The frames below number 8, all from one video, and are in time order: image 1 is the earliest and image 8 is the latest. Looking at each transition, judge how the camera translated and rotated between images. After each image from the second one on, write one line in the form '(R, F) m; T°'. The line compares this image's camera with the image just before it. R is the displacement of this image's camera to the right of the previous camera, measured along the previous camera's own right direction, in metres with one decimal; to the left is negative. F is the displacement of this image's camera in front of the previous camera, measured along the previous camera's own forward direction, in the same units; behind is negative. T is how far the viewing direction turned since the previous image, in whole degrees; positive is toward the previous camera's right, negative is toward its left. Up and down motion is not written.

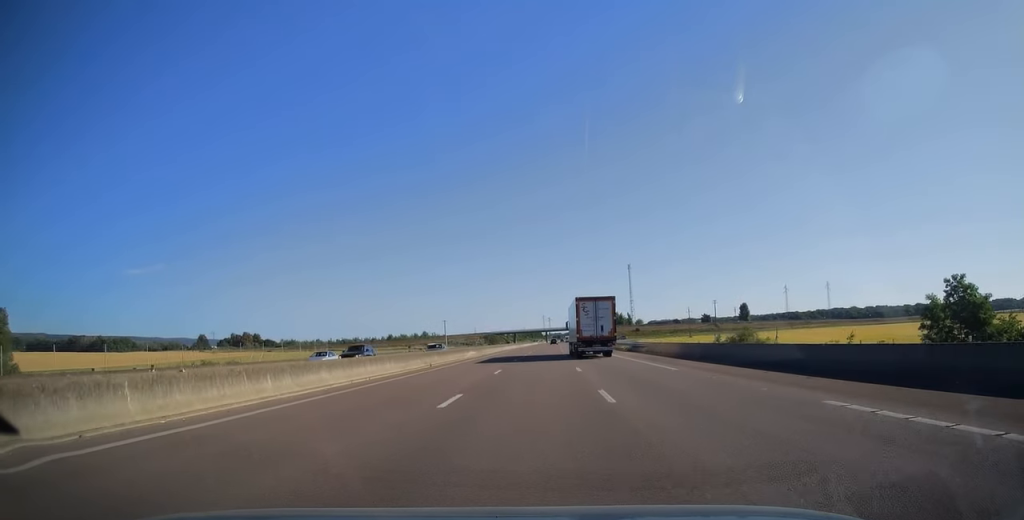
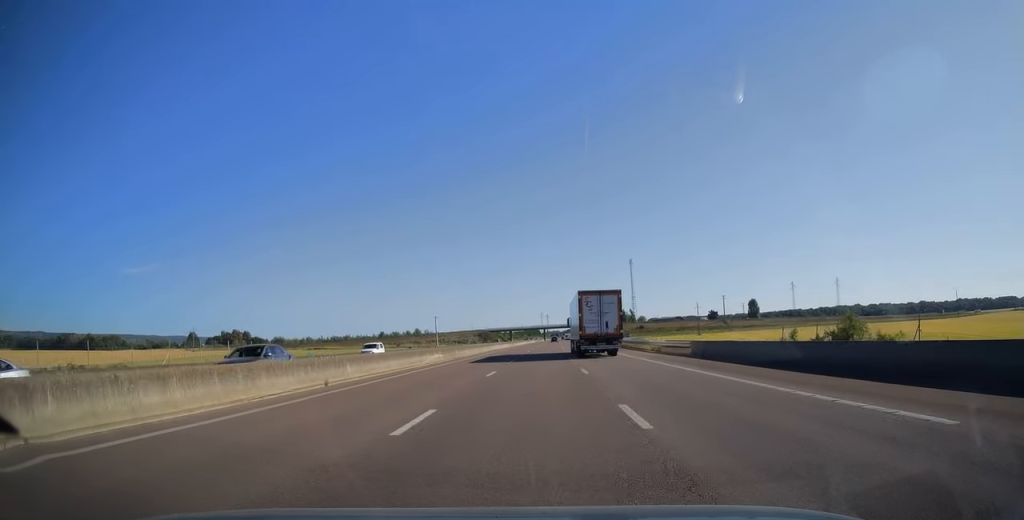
(+0.1, +16.9) m; 0°
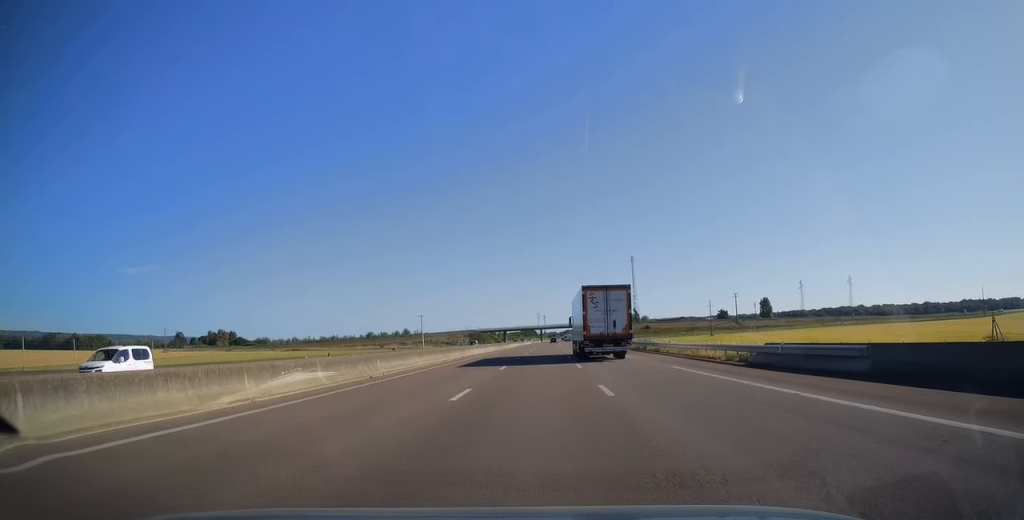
(+0.1, +21.0) m; 0°
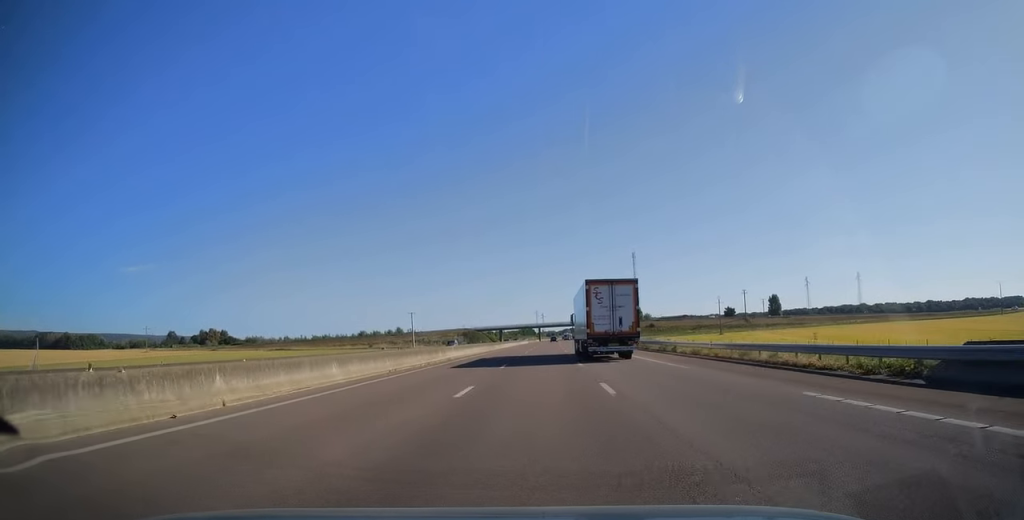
(0.0, +12.8) m; 0°
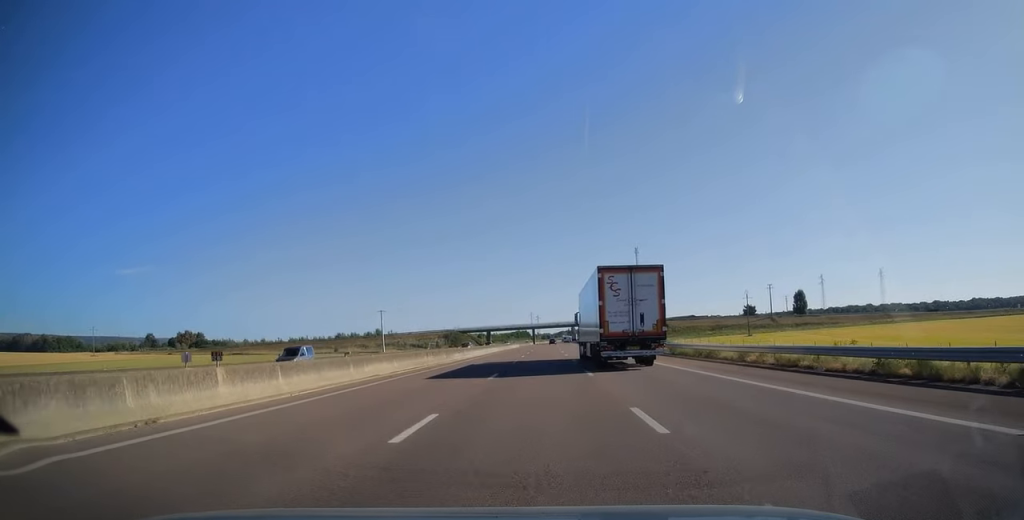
(+0.1, +31.9) m; 0°
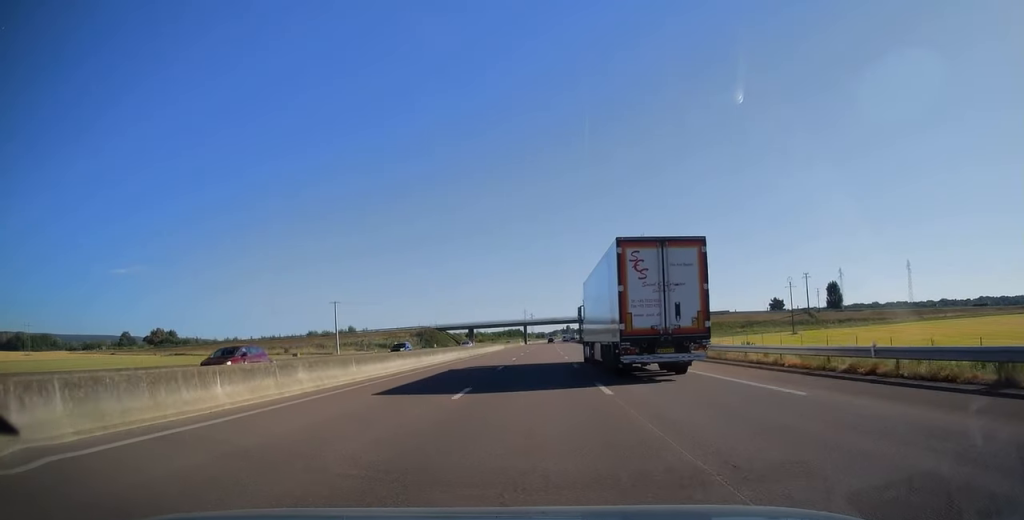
(+0.1, +33.4) m; 0°
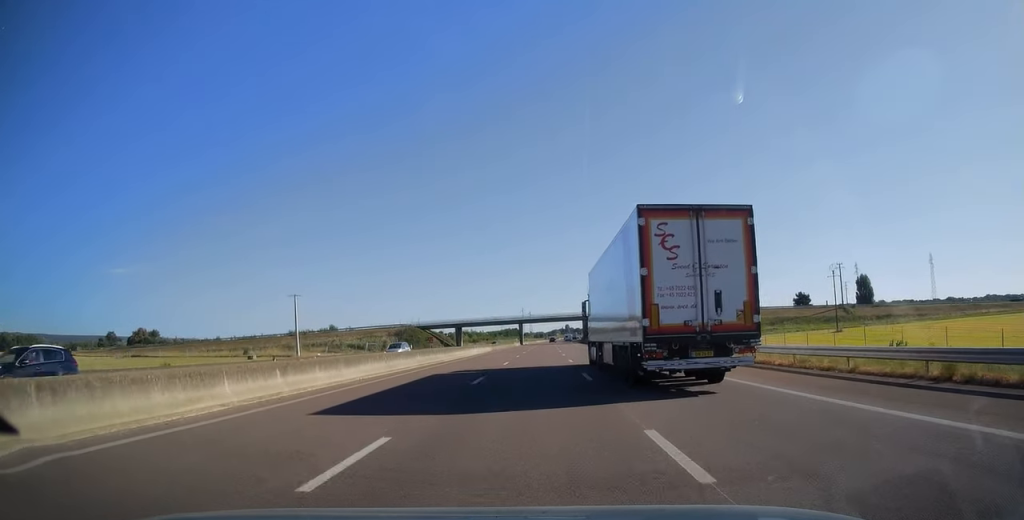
(+0.1, +21.6) m; 0°
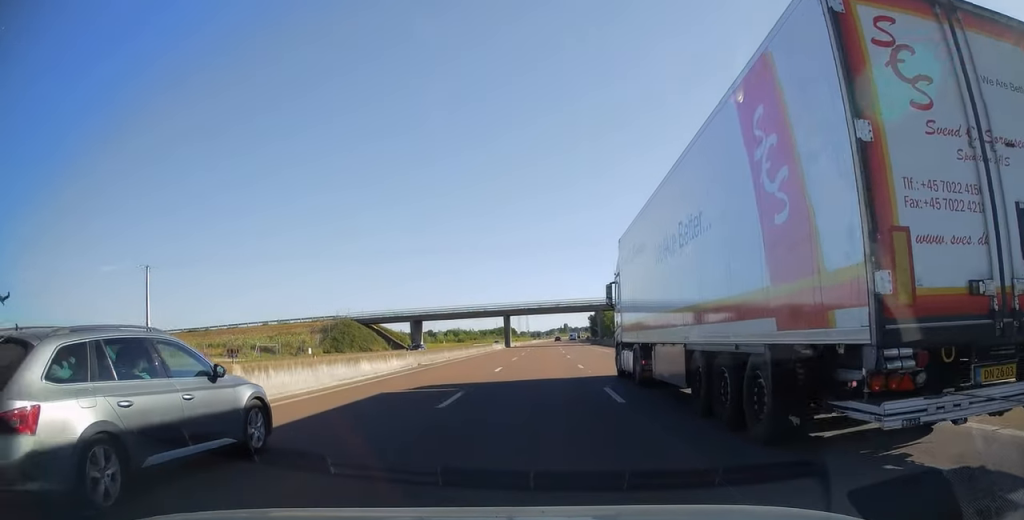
(0.0, +45.7) m; 0°
